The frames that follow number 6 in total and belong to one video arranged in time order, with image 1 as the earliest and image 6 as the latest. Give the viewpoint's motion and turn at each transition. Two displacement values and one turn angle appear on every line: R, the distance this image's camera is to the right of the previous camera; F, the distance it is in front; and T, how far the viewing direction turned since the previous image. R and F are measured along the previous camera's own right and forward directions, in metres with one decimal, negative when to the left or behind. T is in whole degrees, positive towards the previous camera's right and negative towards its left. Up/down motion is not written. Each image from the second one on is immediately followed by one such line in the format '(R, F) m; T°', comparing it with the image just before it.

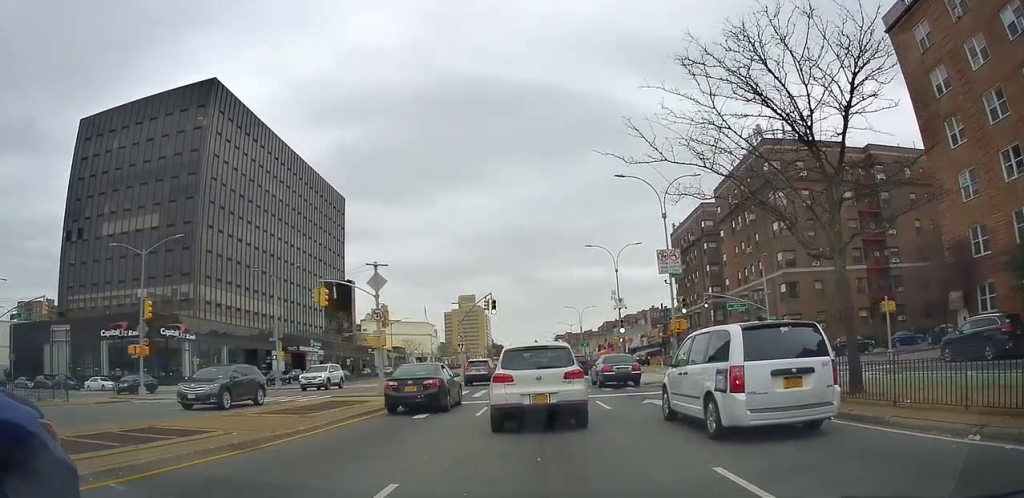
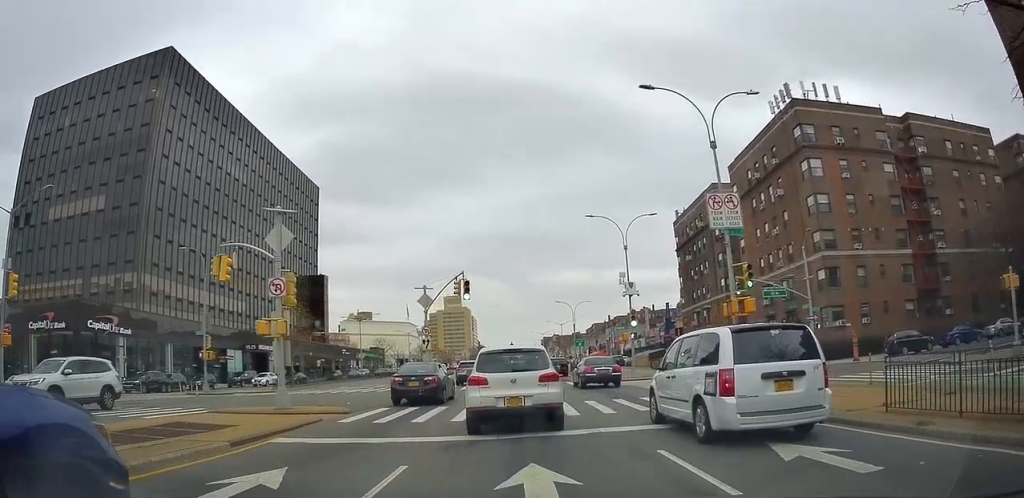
(-0.4, +8.3) m; -3°
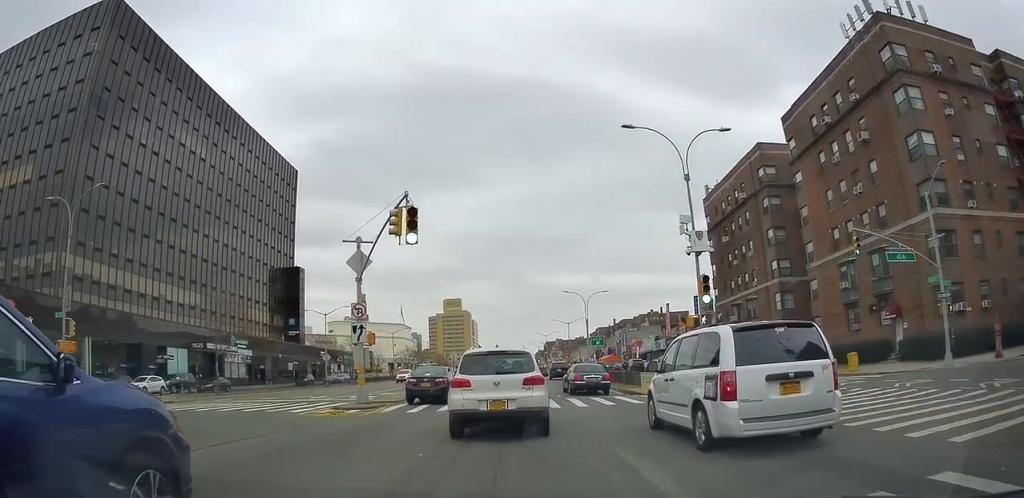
(+0.5, +11.9) m; +2°
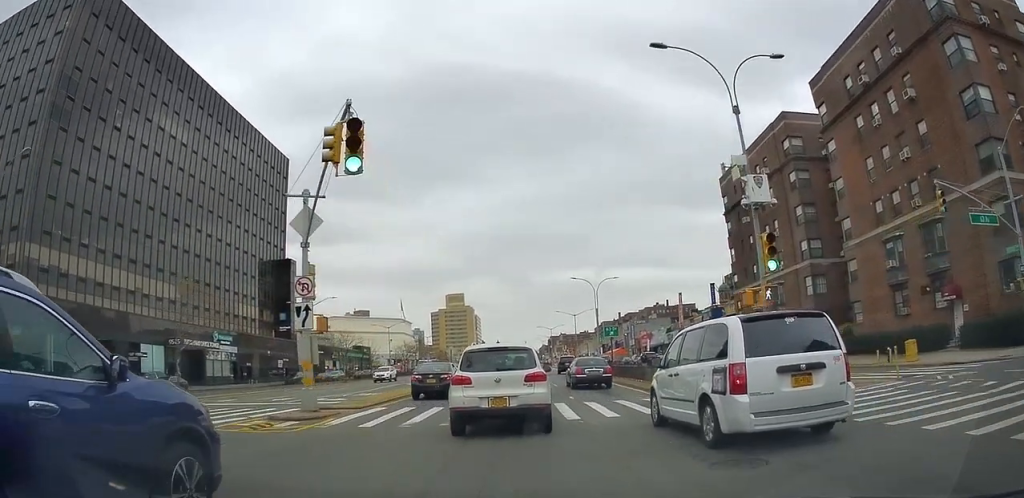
(0.0, +5.0) m; -2°
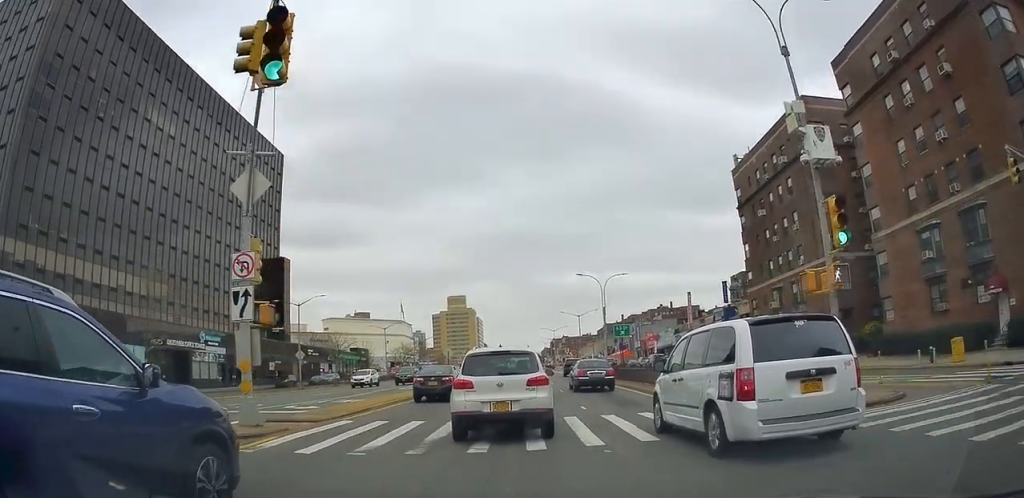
(-0.1, +3.5) m; 0°
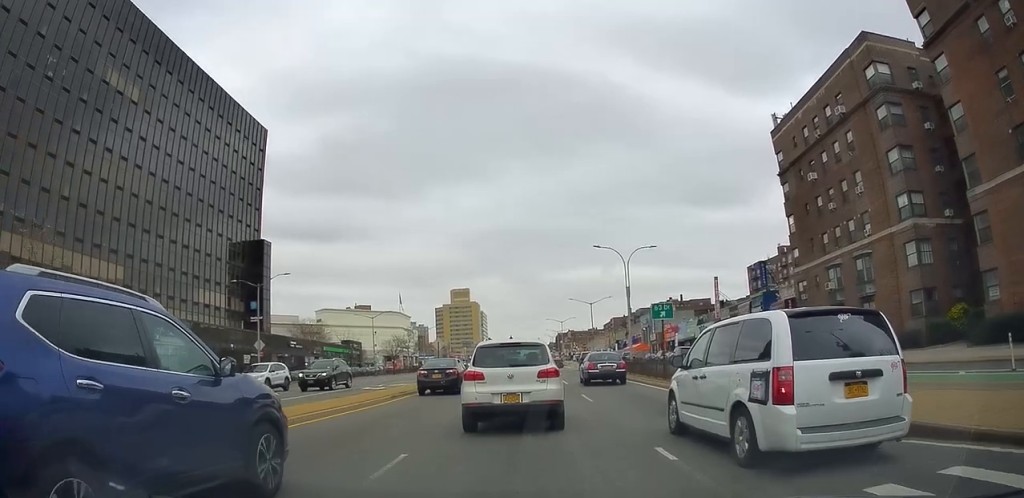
(0.0, +9.5) m; 0°
